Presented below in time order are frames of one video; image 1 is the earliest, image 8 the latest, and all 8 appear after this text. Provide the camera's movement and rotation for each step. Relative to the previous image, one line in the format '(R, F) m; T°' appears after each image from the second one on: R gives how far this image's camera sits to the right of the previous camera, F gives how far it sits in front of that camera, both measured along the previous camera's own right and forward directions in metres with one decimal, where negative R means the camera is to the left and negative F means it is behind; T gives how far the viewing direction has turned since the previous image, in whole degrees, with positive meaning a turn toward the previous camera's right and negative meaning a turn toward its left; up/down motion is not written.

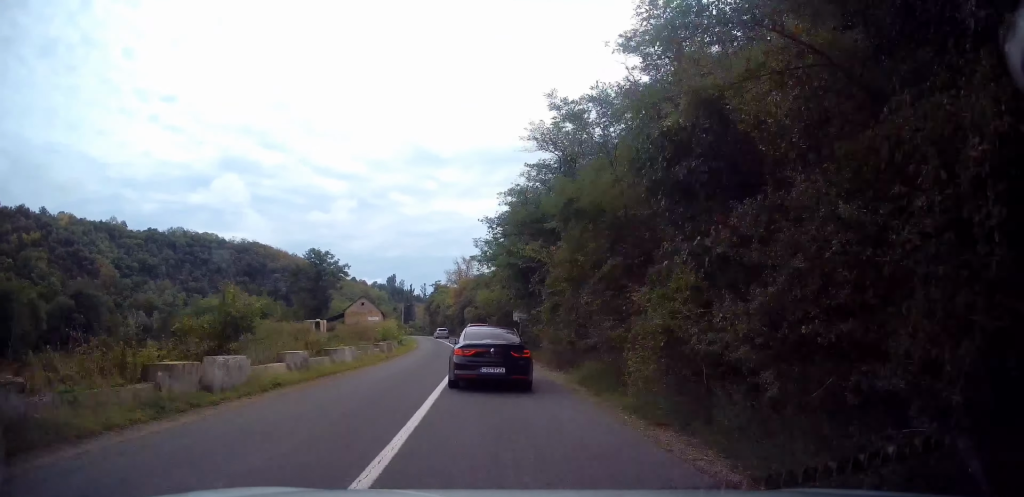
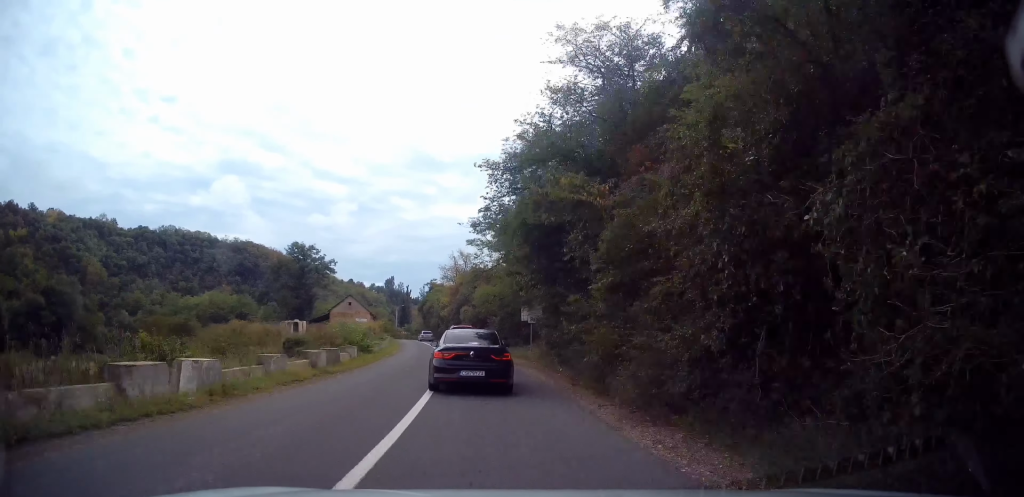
(-0.1, +10.9) m; -1°
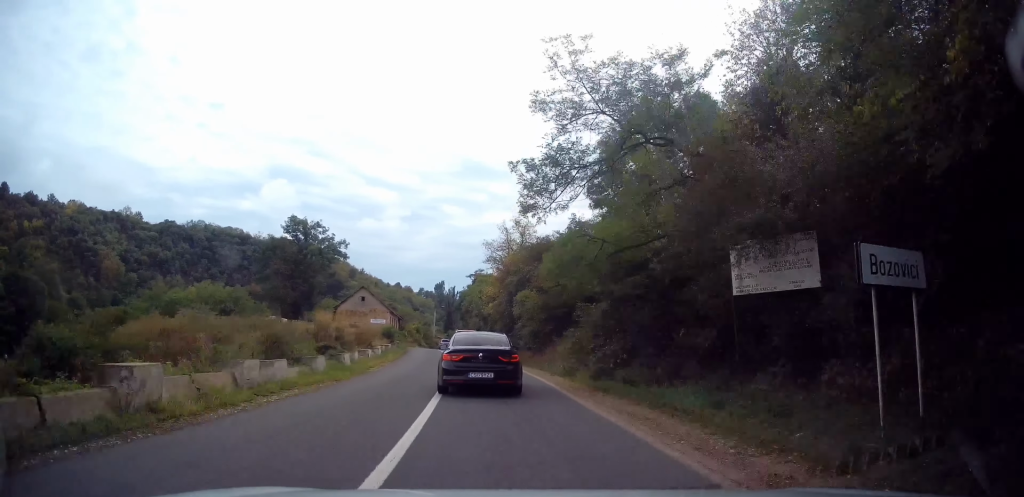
(-1.0, +27.2) m; -5°
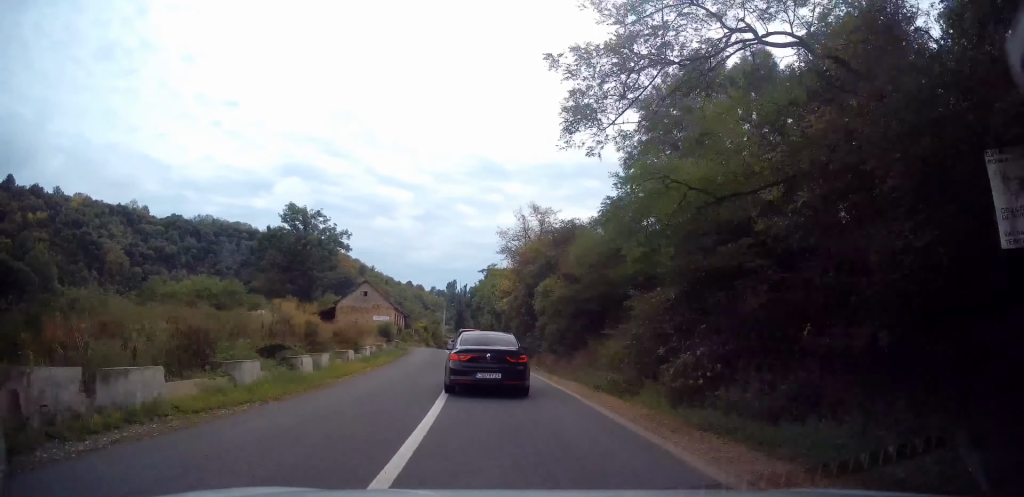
(0.0, +6.0) m; -1°
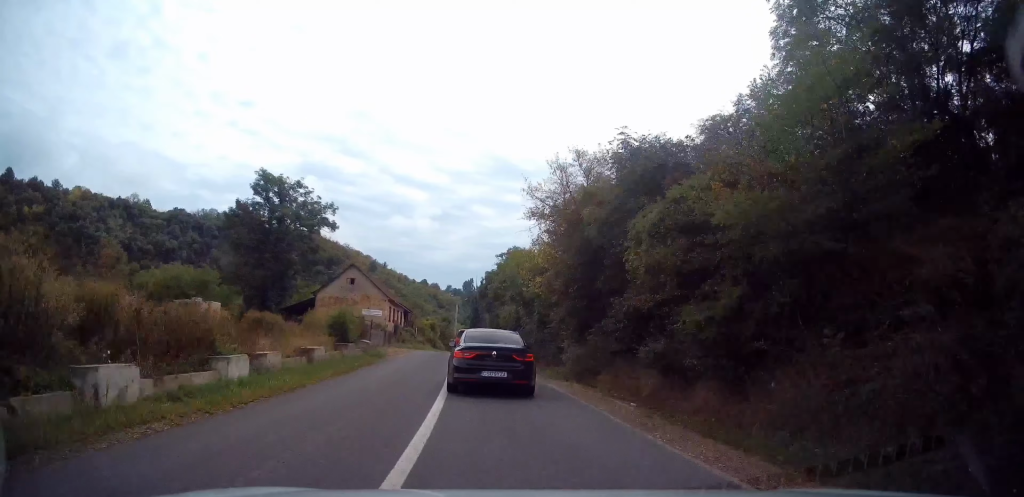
(-0.3, +14.4) m; -2°
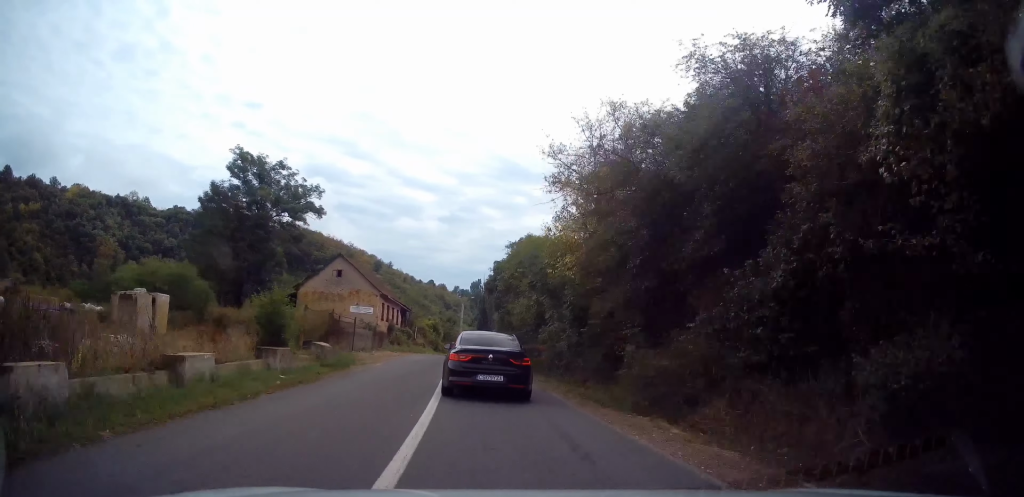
(0.0, +7.5) m; -1°
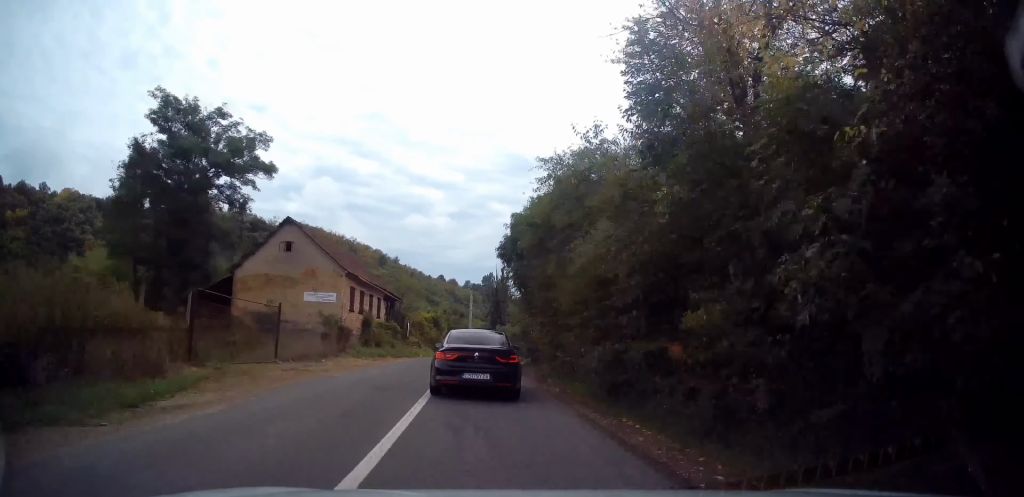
(-0.2, +14.5) m; -2°
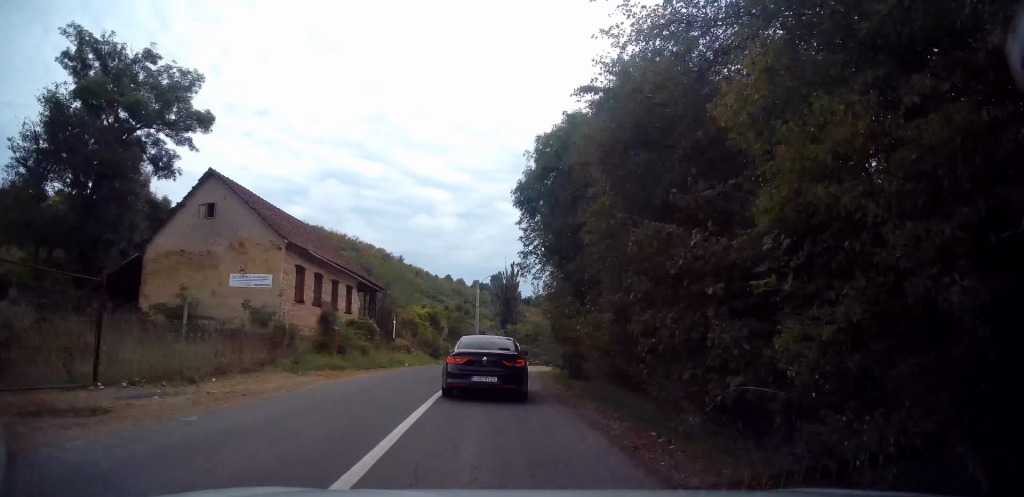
(-0.2, +11.0) m; -1°
